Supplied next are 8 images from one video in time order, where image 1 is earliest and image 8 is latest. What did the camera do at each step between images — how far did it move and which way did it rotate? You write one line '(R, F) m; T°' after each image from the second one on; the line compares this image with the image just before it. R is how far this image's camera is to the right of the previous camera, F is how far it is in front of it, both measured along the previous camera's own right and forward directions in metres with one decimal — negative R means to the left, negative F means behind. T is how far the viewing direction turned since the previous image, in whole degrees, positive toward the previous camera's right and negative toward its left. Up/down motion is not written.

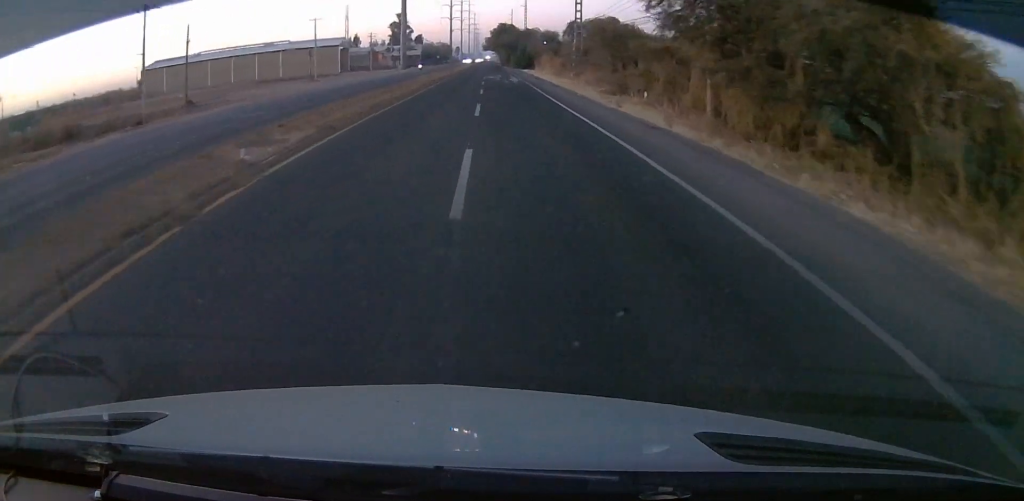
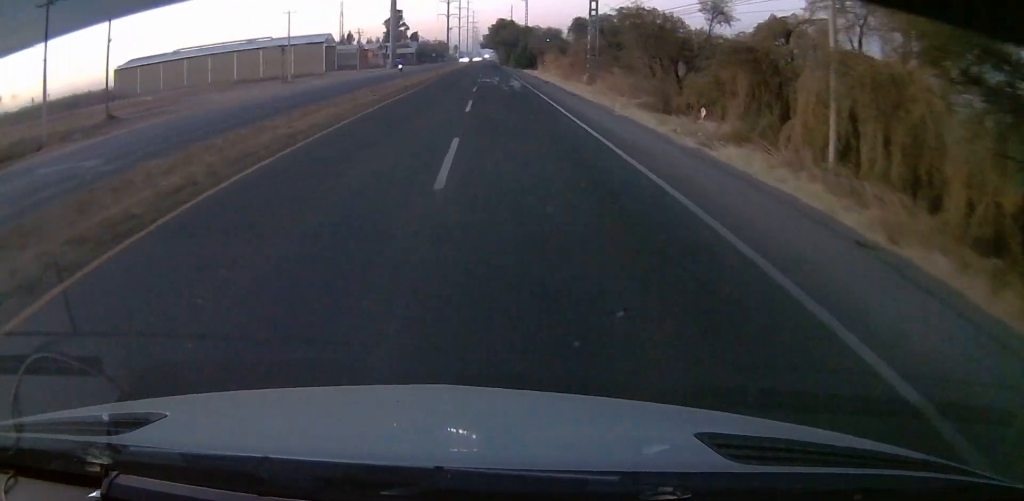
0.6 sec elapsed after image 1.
(0.0, +12.3) m; -1°
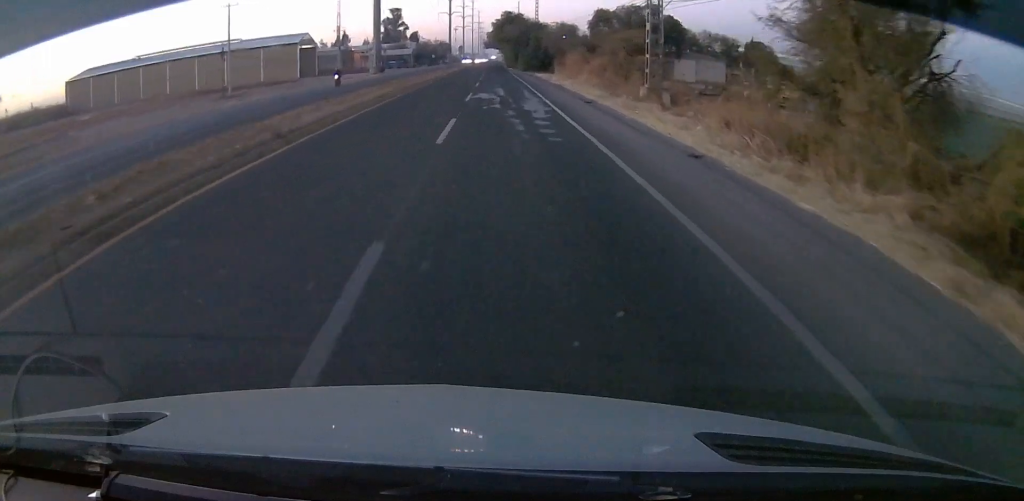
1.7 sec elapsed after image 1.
(-0.3, +22.0) m; 0°
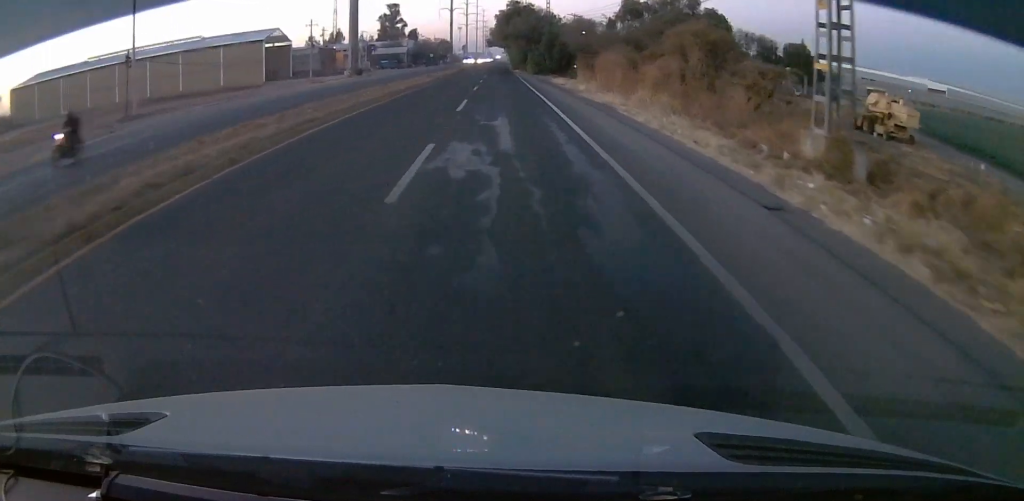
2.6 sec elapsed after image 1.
(+0.2, +20.1) m; 0°
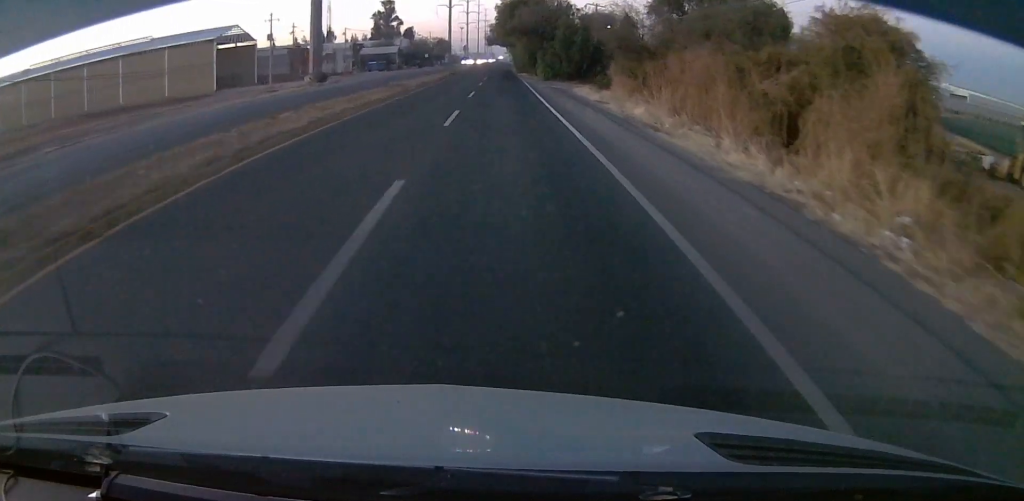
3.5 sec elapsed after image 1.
(-0.1, +18.8) m; 0°
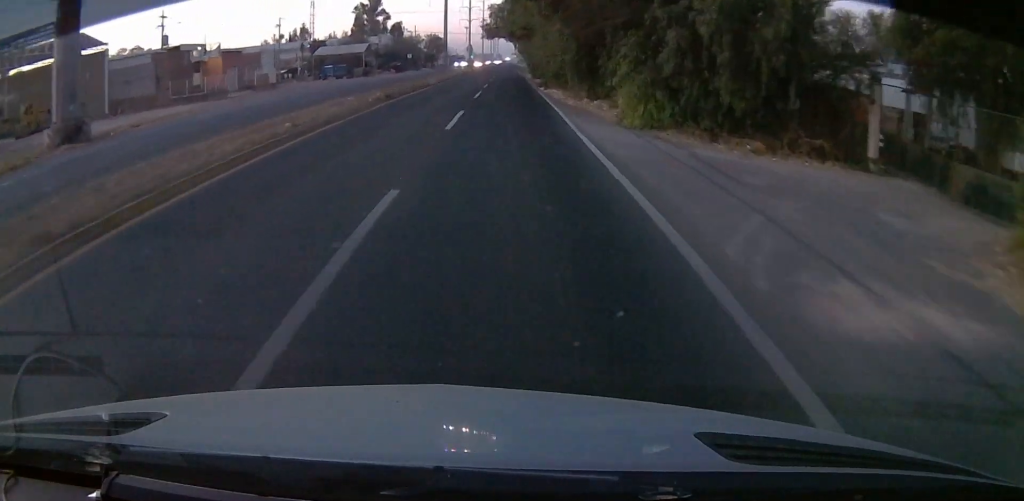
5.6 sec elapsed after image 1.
(0.0, +43.3) m; 0°
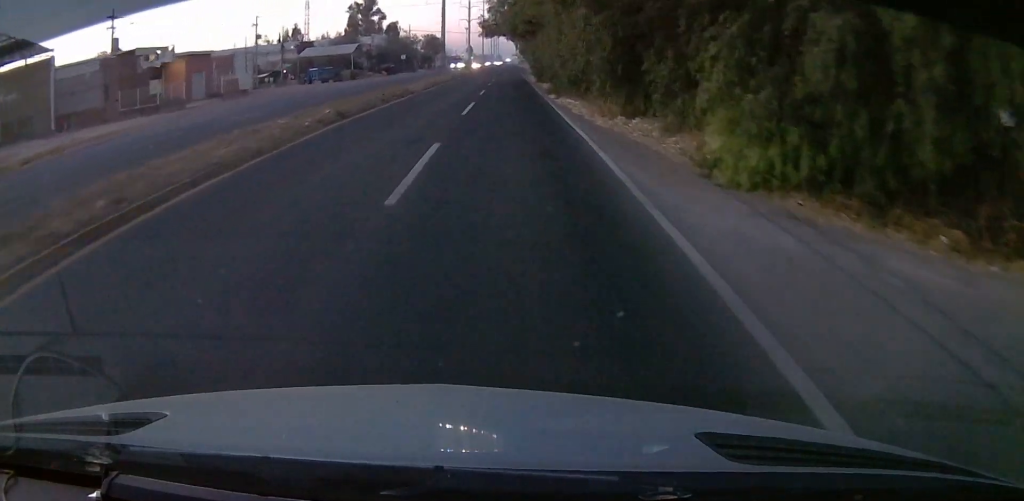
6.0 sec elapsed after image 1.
(-0.1, +9.1) m; 0°
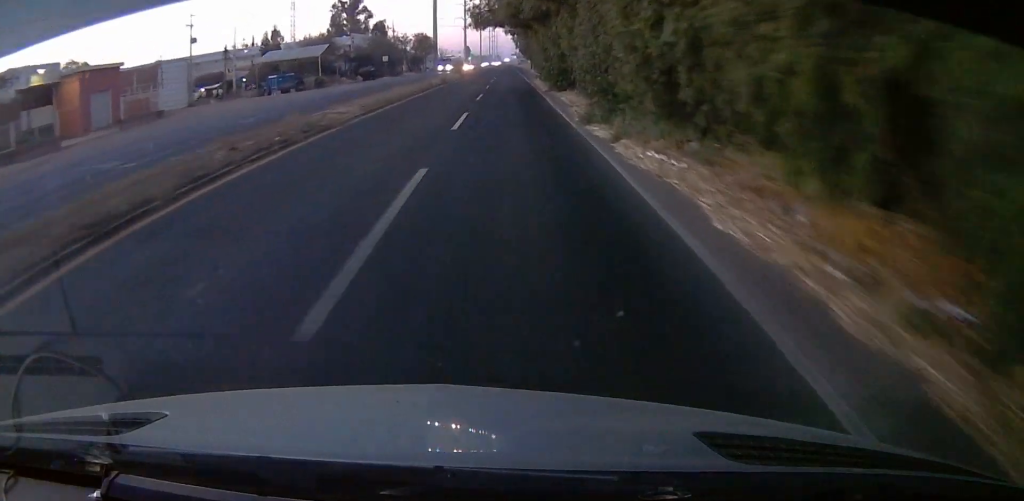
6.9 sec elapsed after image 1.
(+0.4, +18.1) m; 0°
